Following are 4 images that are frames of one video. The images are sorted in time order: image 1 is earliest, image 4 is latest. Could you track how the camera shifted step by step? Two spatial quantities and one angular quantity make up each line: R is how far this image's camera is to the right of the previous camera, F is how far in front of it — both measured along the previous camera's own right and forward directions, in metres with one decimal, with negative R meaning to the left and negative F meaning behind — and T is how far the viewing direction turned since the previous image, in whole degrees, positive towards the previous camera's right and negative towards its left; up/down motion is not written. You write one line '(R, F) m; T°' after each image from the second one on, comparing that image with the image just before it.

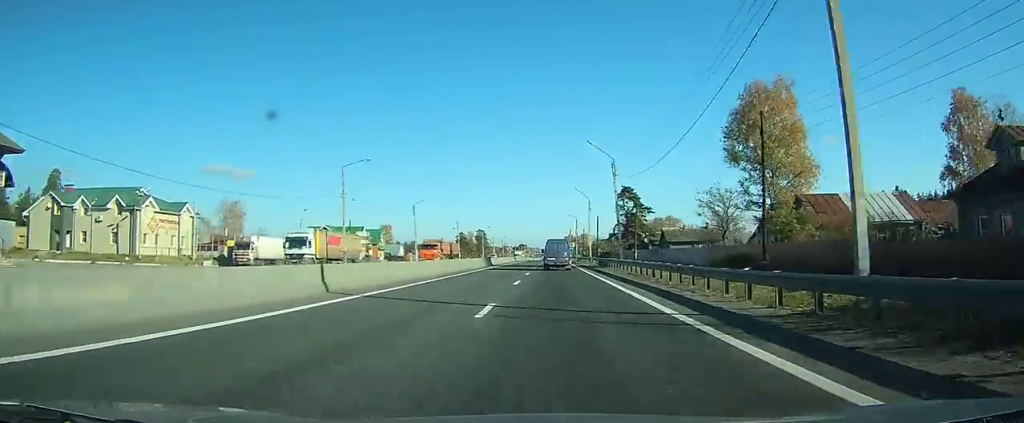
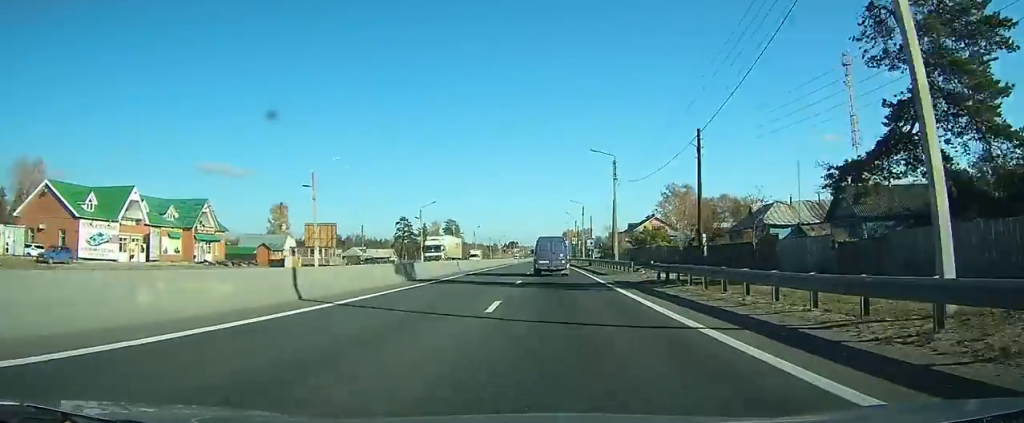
(-0.2, +77.8) m; 0°
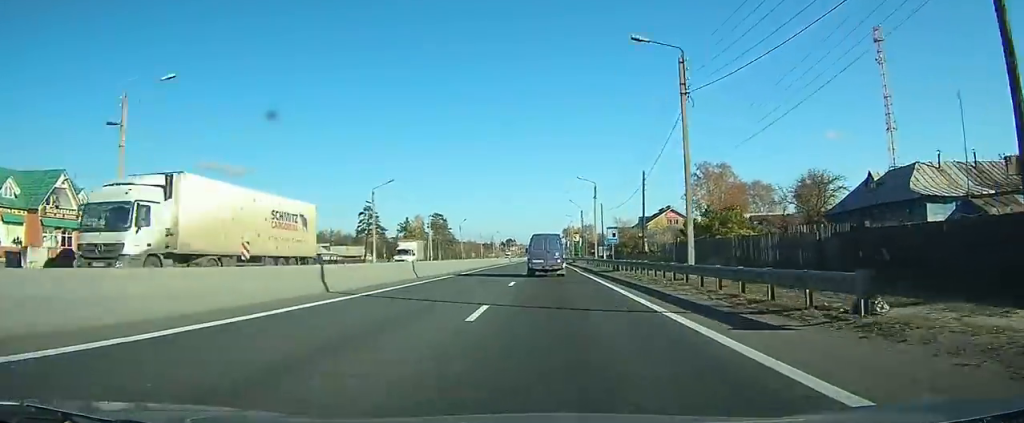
(0.0, +27.1) m; 0°
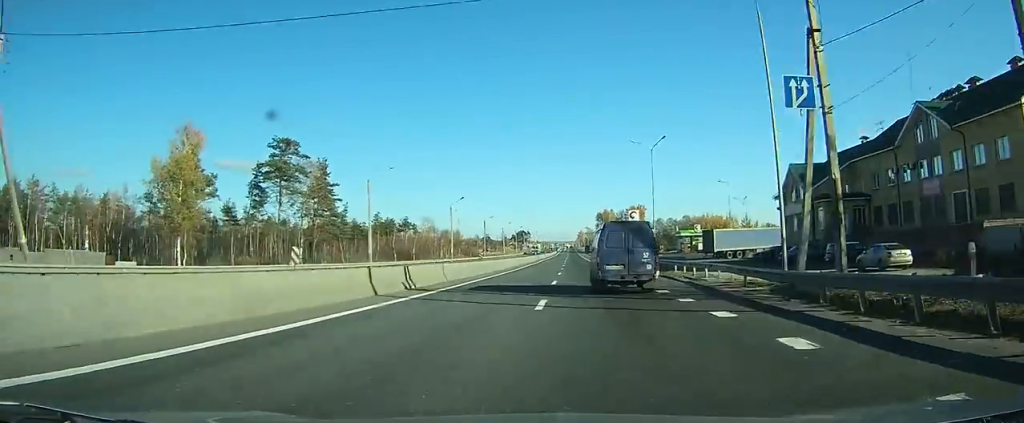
(-1.2, +130.9) m; -1°
